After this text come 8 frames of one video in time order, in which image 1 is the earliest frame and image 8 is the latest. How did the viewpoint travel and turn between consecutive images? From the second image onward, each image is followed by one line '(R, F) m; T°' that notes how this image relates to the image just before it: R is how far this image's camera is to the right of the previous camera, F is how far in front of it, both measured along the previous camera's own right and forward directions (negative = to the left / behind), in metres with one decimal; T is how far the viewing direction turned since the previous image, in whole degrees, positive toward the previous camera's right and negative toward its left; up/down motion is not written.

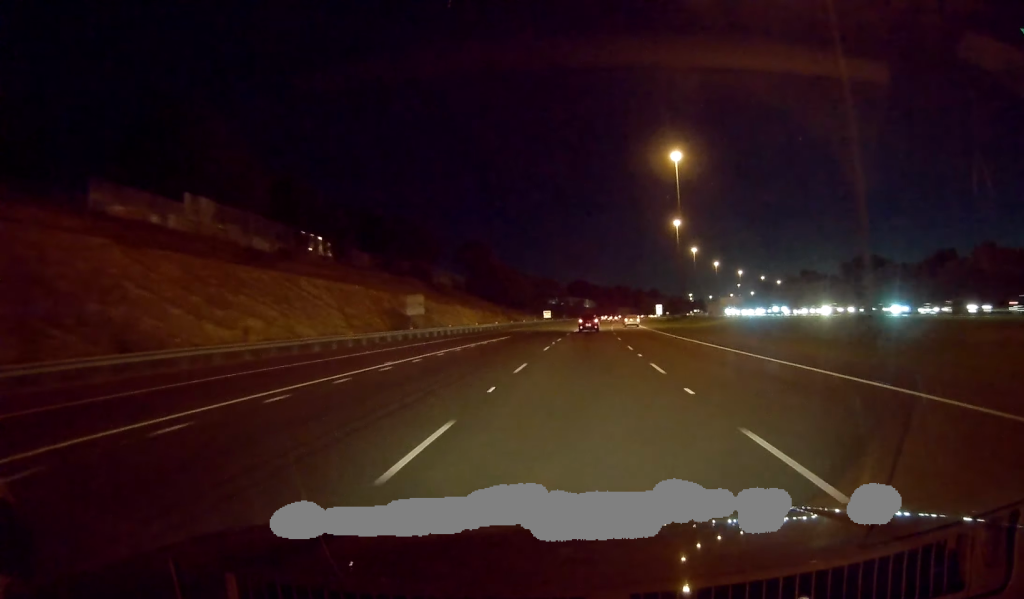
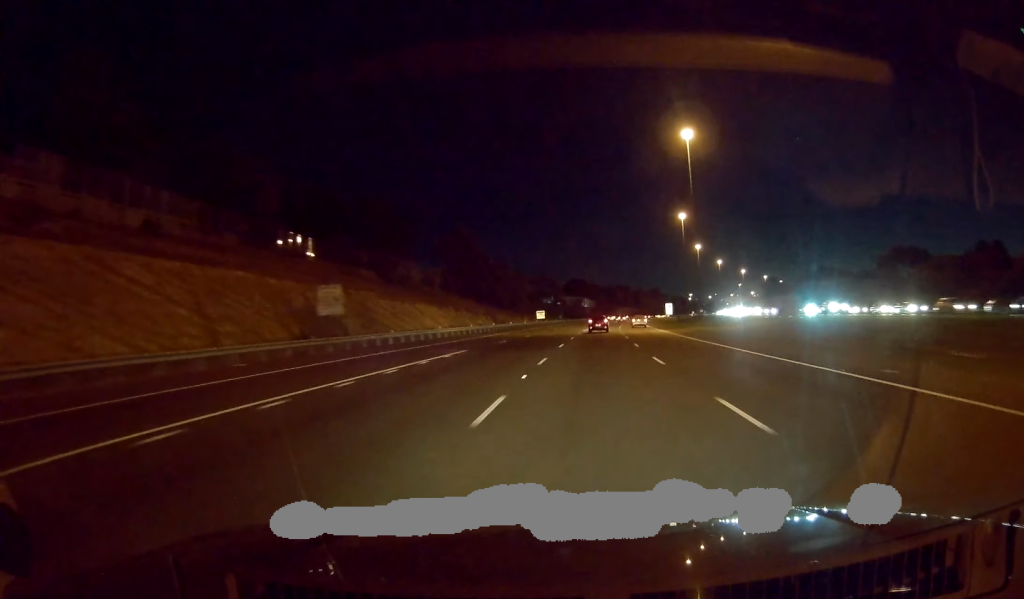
(+0.1, +20.1) m; +1°
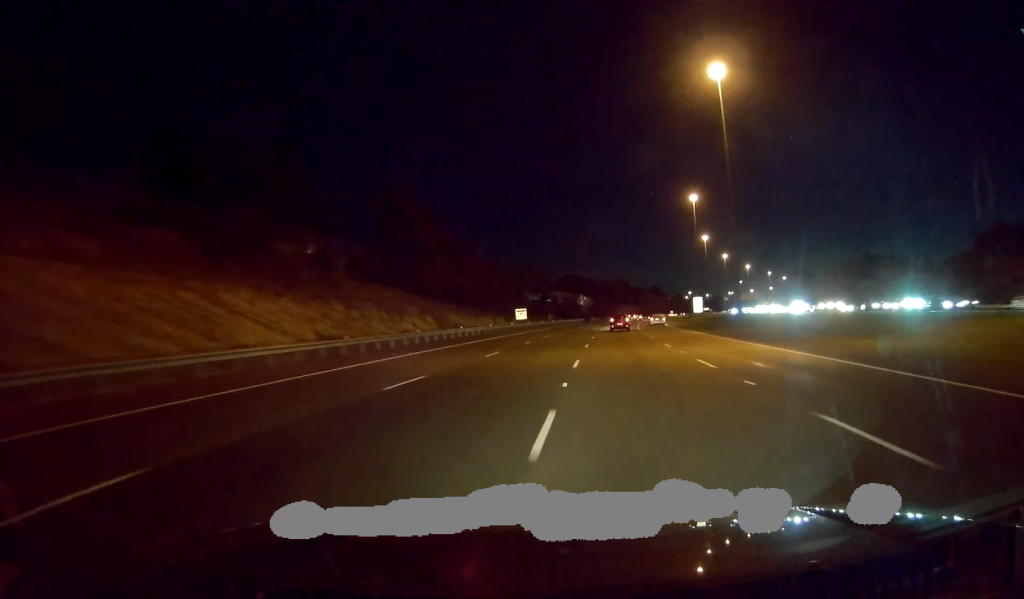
(+0.2, +37.4) m; +1°
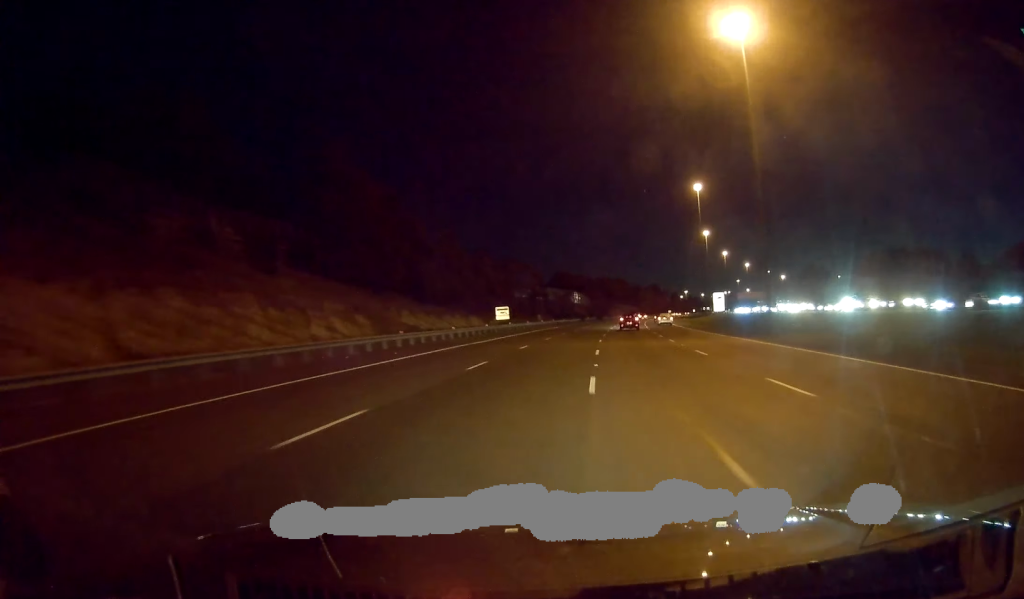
(0.0, +18.2) m; +1°
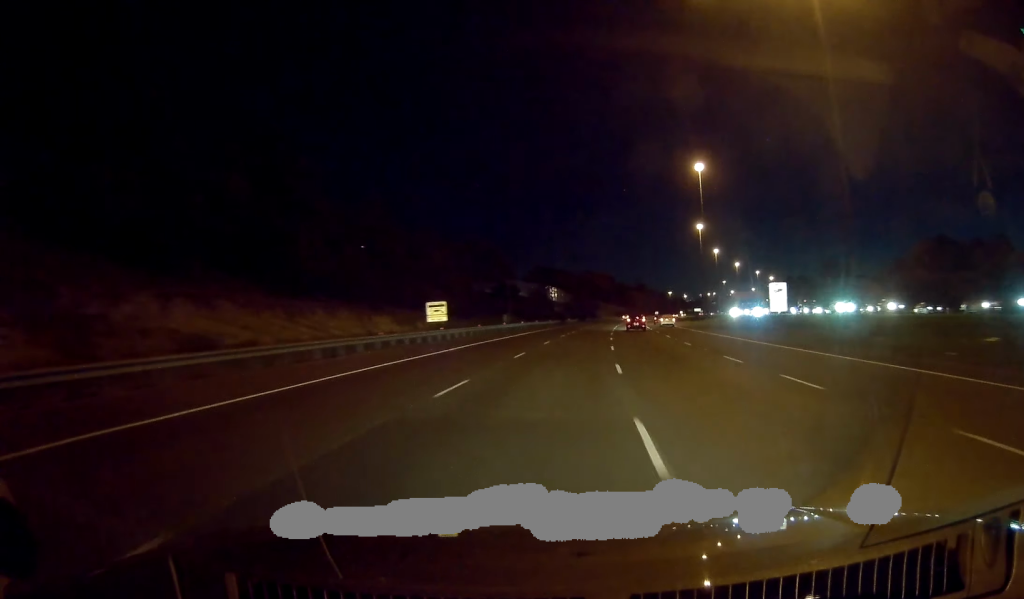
(+0.5, +30.1) m; +2°
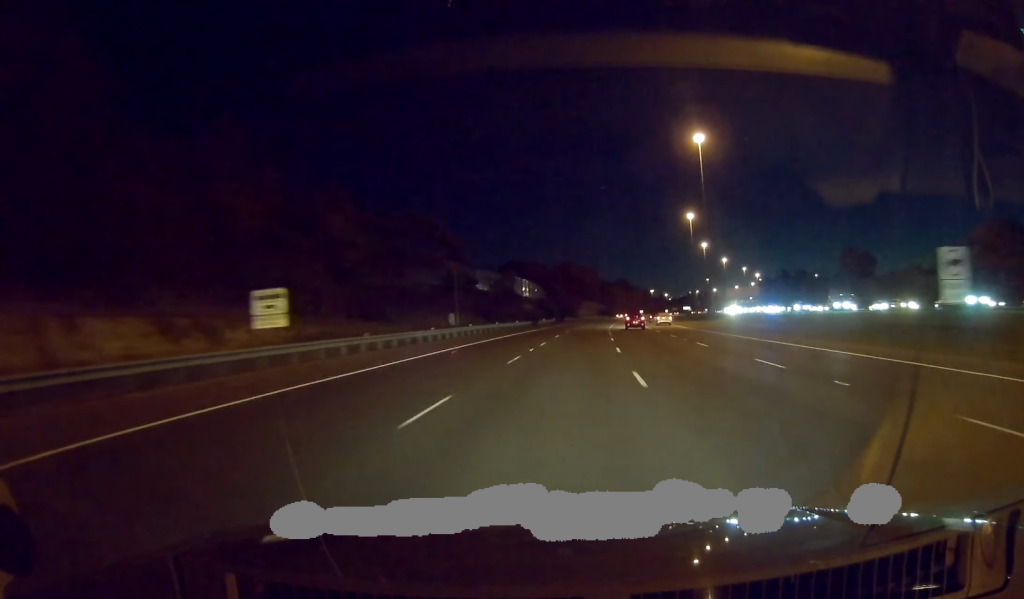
(+0.3, +27.4) m; +1°
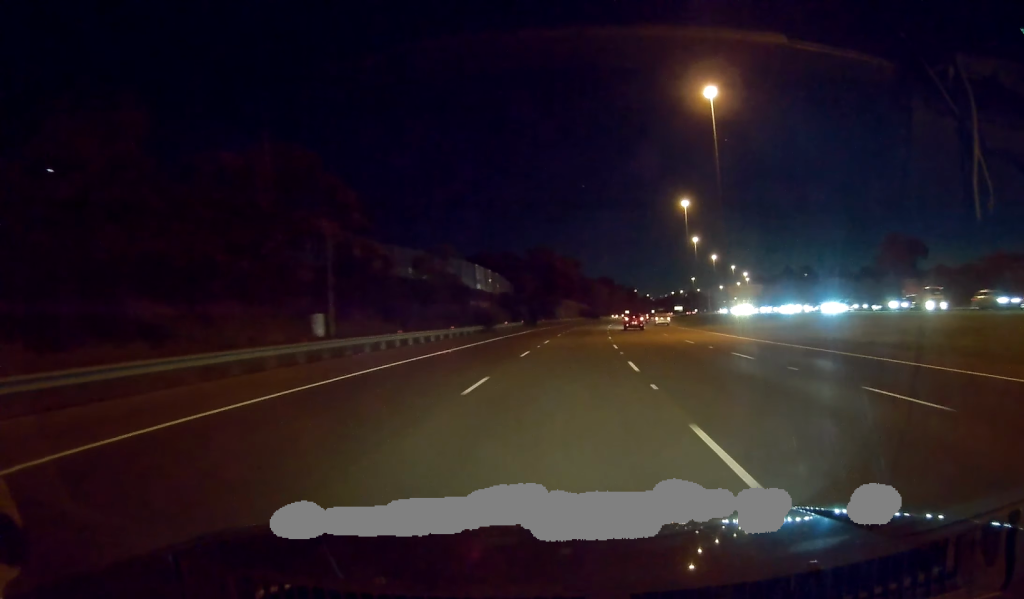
(+0.4, +31.9) m; +2°
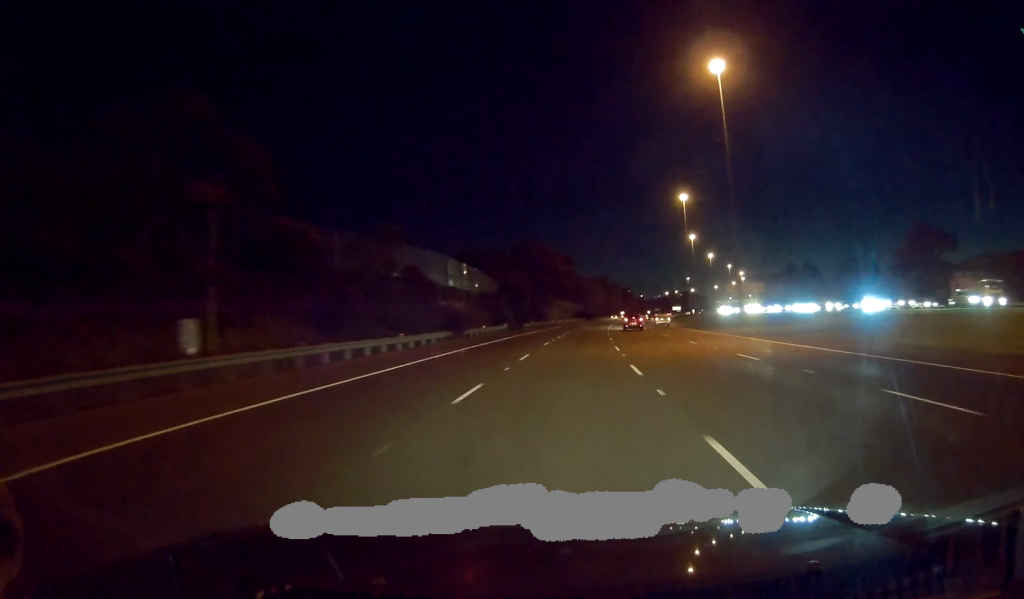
(0.0, +12.8) m; +1°
